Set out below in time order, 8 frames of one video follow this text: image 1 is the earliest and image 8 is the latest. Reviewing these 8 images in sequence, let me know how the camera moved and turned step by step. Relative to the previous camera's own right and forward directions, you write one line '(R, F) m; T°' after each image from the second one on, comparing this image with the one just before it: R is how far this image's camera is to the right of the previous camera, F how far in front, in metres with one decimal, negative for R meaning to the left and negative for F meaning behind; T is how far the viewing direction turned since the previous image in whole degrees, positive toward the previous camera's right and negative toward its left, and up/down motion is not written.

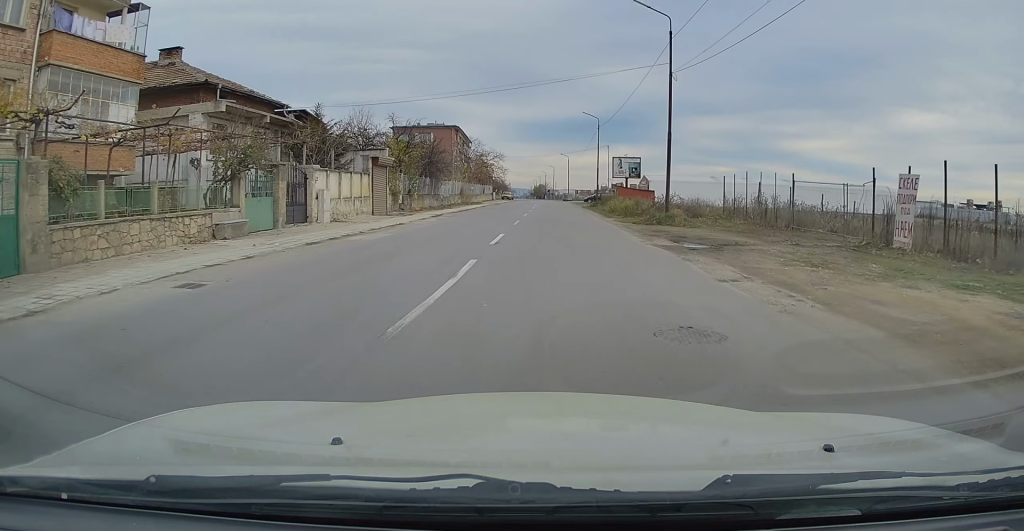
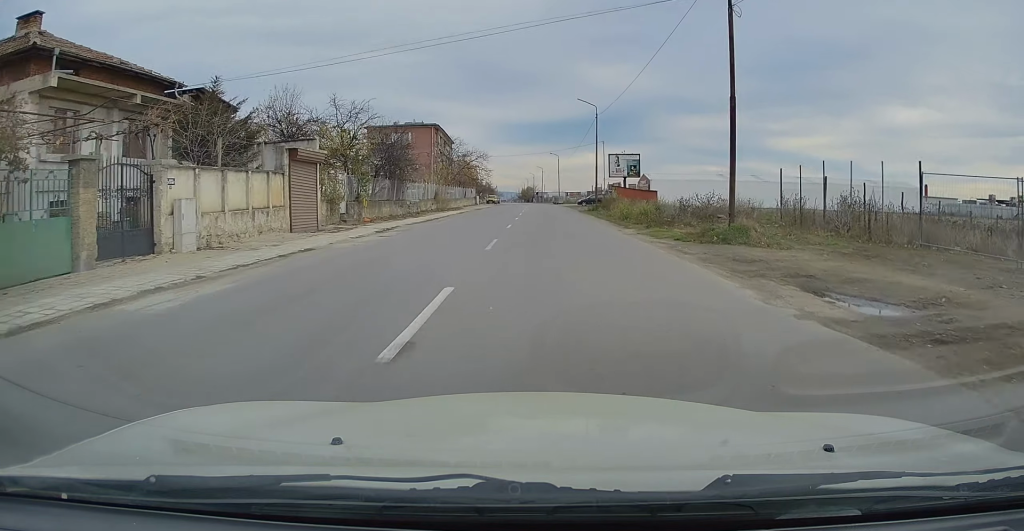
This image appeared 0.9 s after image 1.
(0.0, +10.0) m; +2°
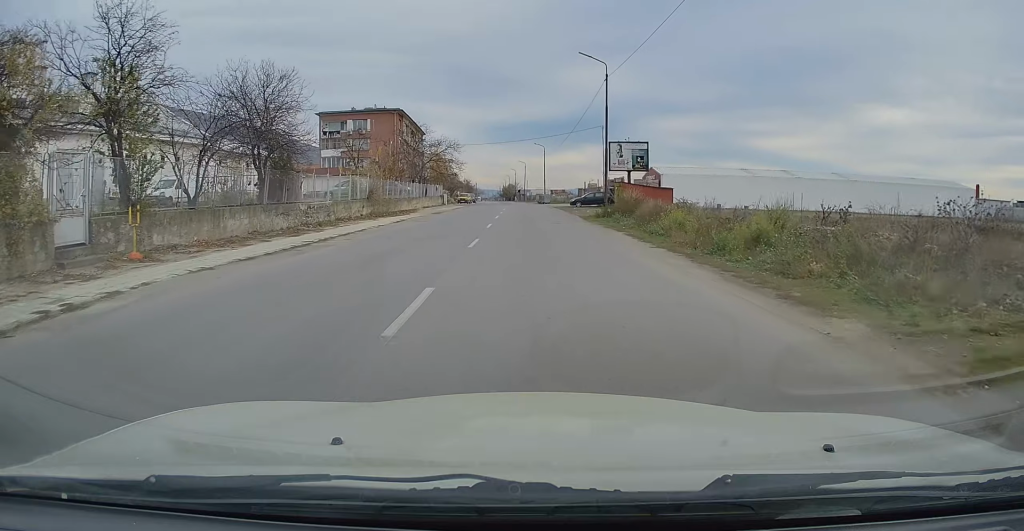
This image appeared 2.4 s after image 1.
(+0.5, +17.8) m; +1°
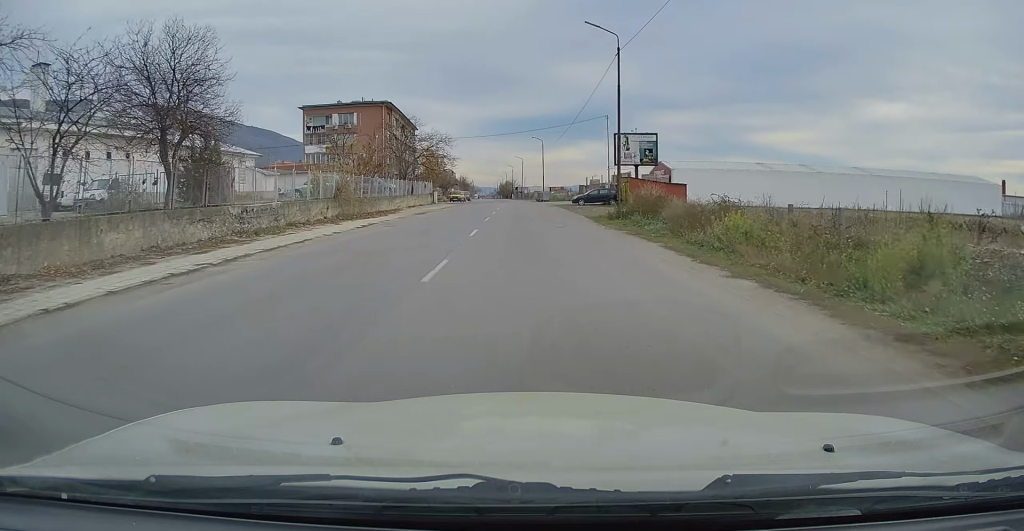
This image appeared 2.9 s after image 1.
(0.0, +6.2) m; -1°
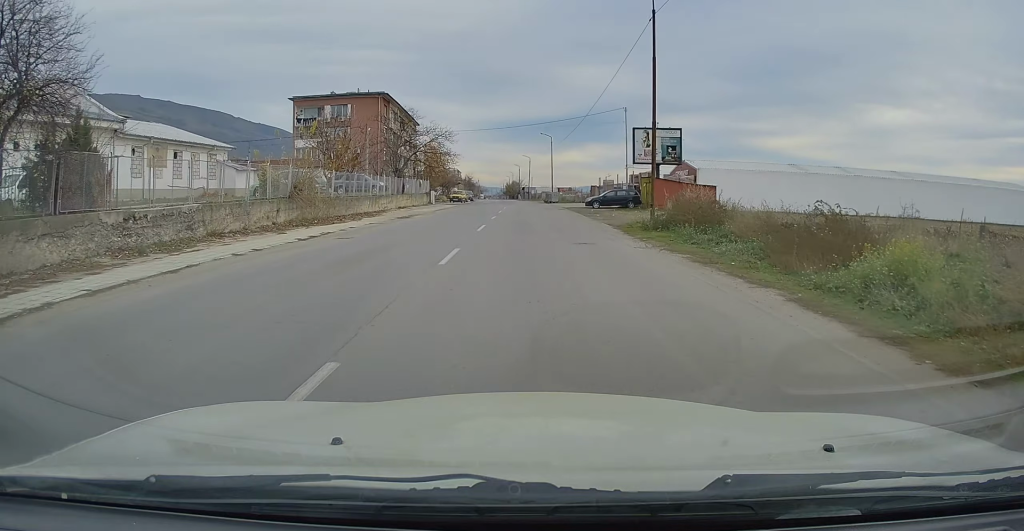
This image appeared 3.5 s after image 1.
(-0.3, +6.9) m; 0°
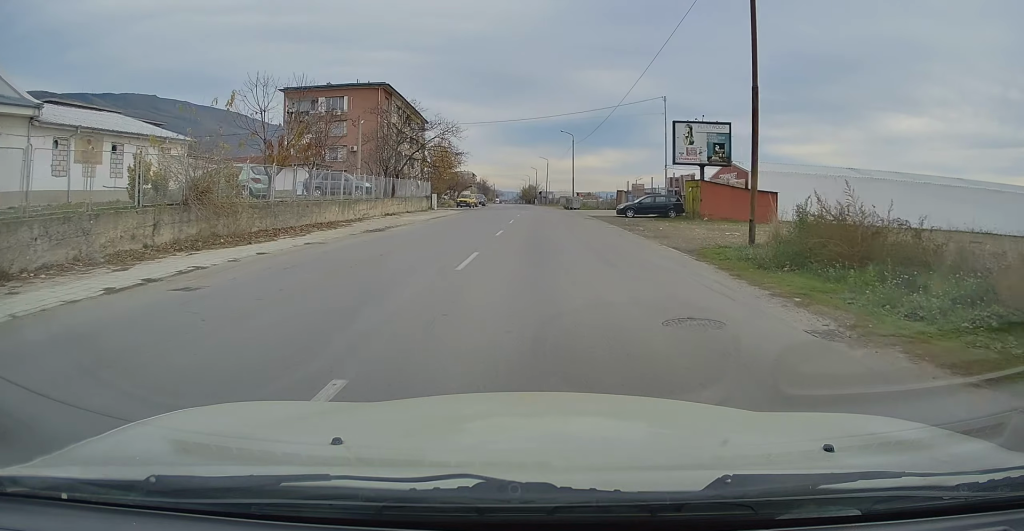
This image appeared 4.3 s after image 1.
(+0.2, +9.3) m; +1°
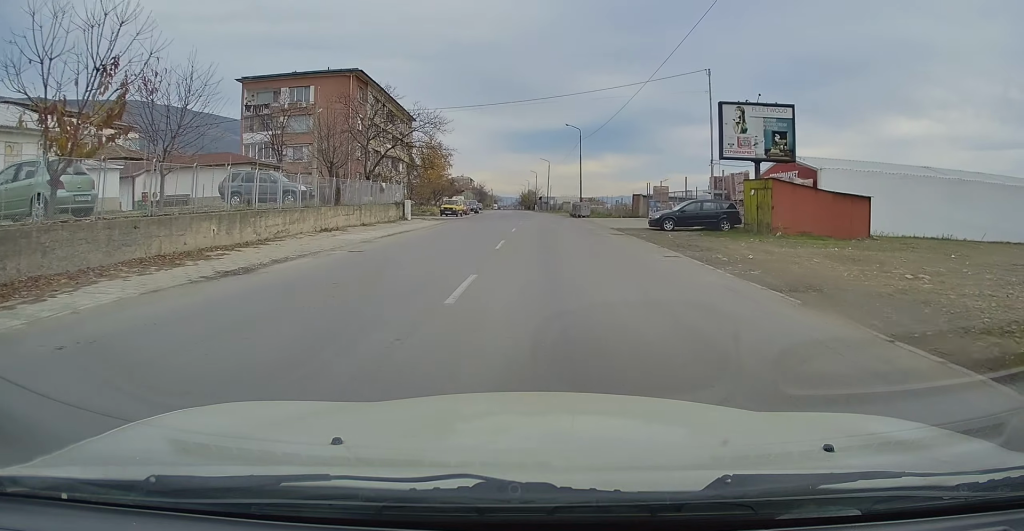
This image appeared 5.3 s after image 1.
(+0.2, +11.6) m; 0°
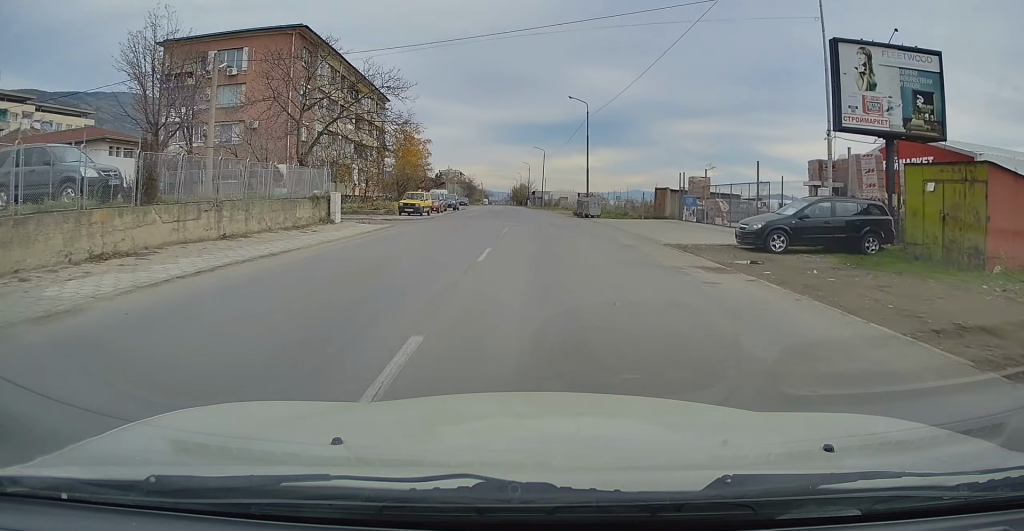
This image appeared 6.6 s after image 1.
(-0.4, +14.3) m; -1°
